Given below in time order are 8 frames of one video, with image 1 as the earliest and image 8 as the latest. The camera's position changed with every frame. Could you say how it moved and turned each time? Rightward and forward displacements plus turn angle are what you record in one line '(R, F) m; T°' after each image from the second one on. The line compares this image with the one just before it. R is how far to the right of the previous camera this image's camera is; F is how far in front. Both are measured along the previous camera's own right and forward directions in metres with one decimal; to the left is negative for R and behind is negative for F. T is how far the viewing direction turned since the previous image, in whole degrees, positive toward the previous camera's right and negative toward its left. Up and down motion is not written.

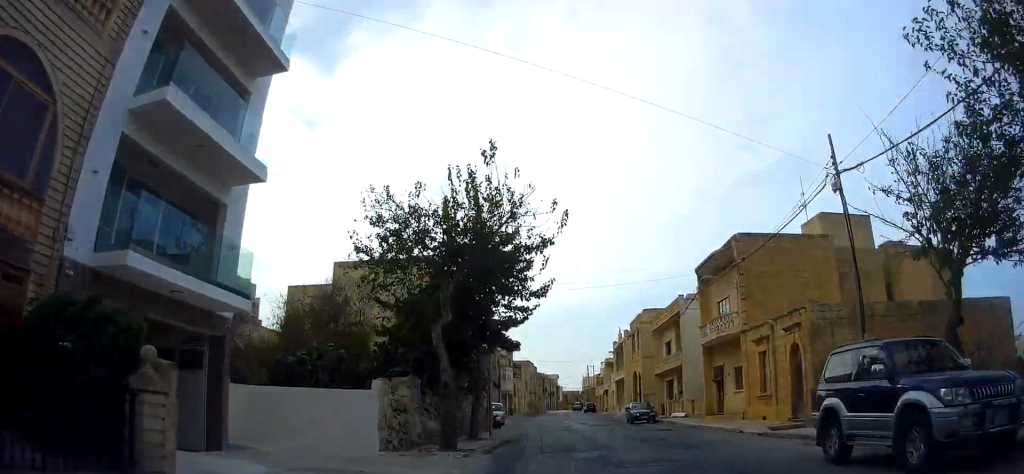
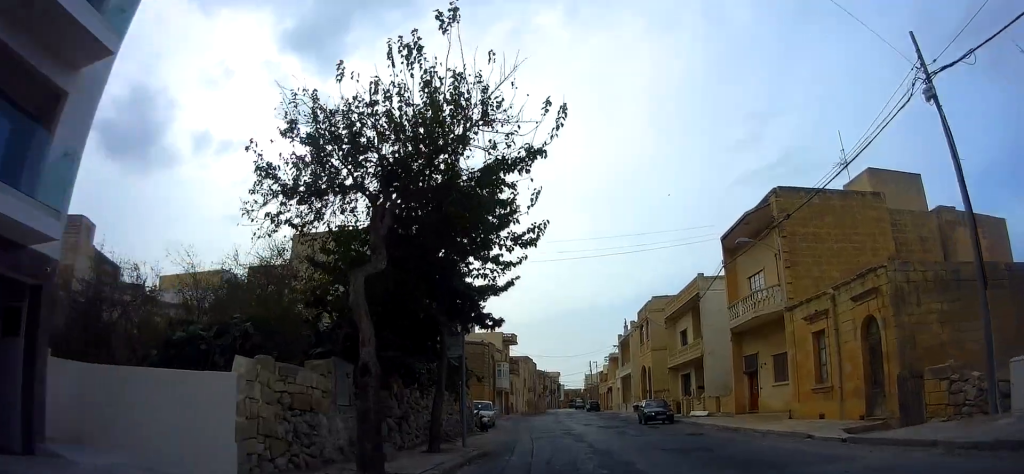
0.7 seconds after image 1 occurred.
(+0.1, +5.7) m; 0°
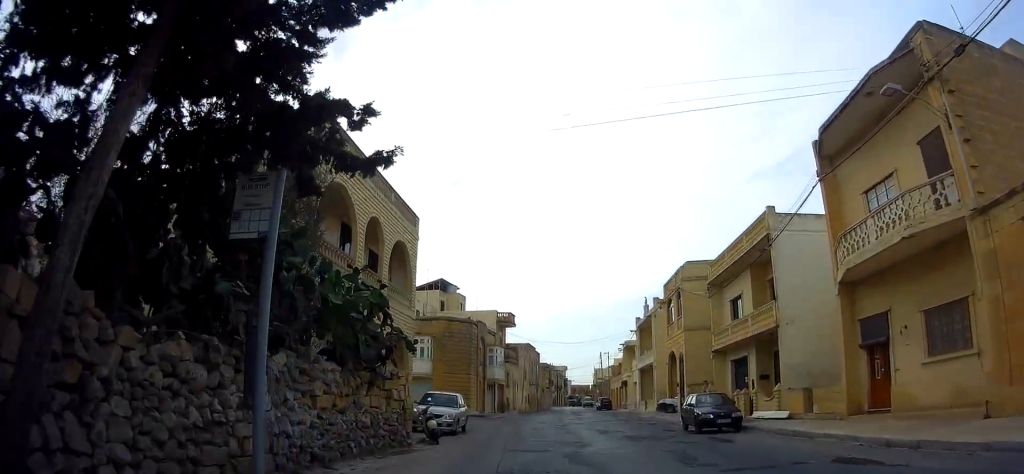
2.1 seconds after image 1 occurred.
(+0.5, +11.0) m; +5°
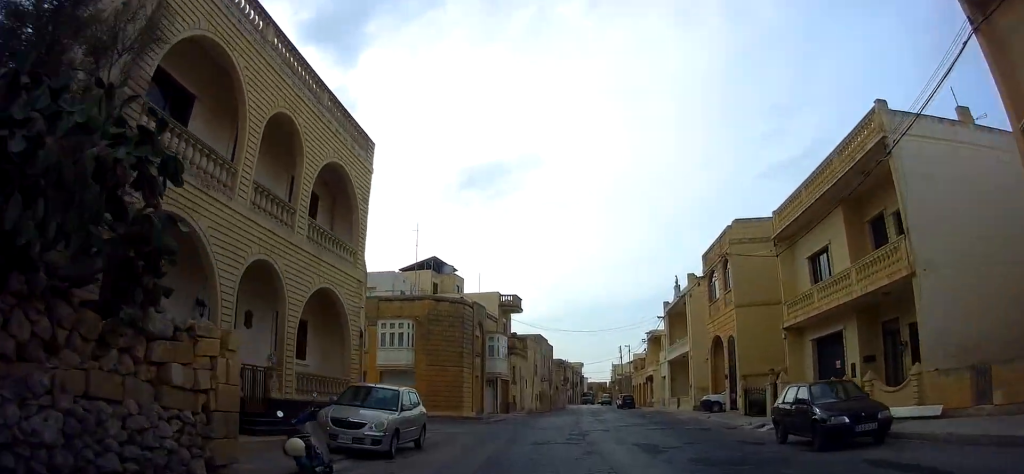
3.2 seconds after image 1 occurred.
(+0.1, +8.2) m; -3°
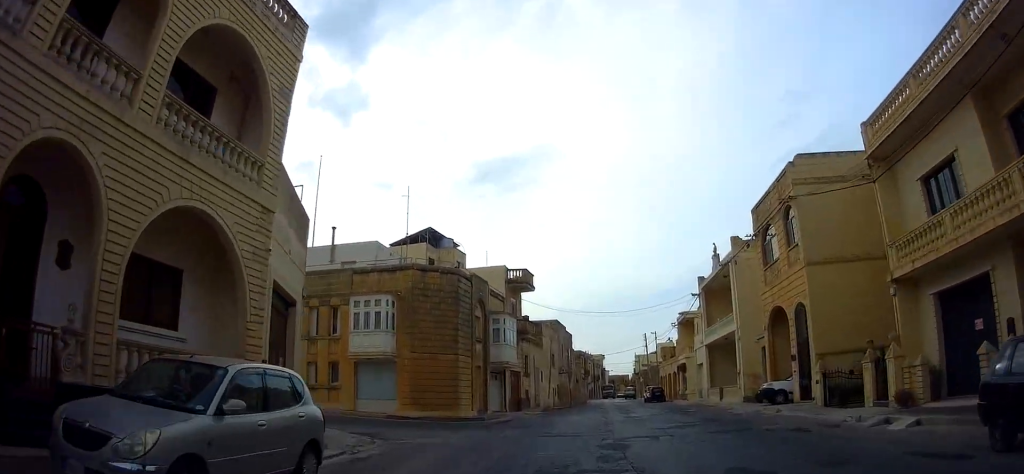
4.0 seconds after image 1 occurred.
(-0.4, +6.7) m; -4°
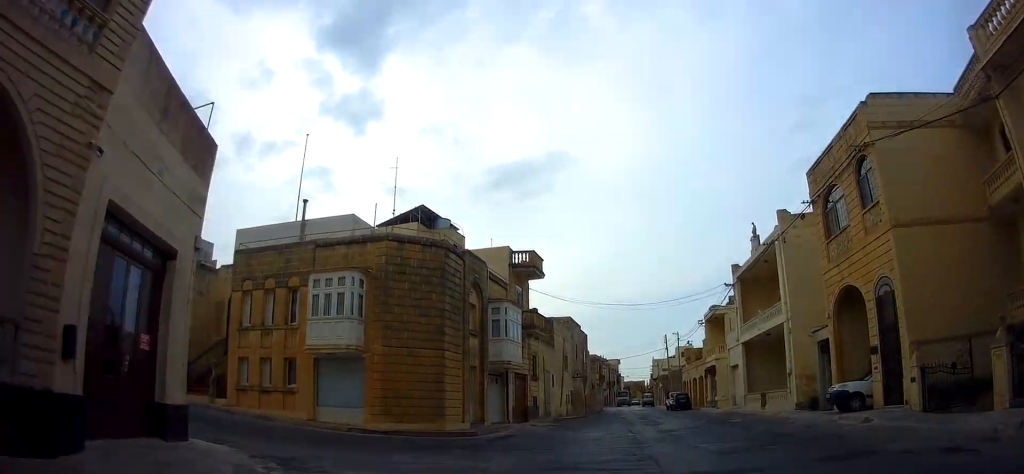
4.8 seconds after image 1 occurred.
(0.0, +5.7) m; 0°
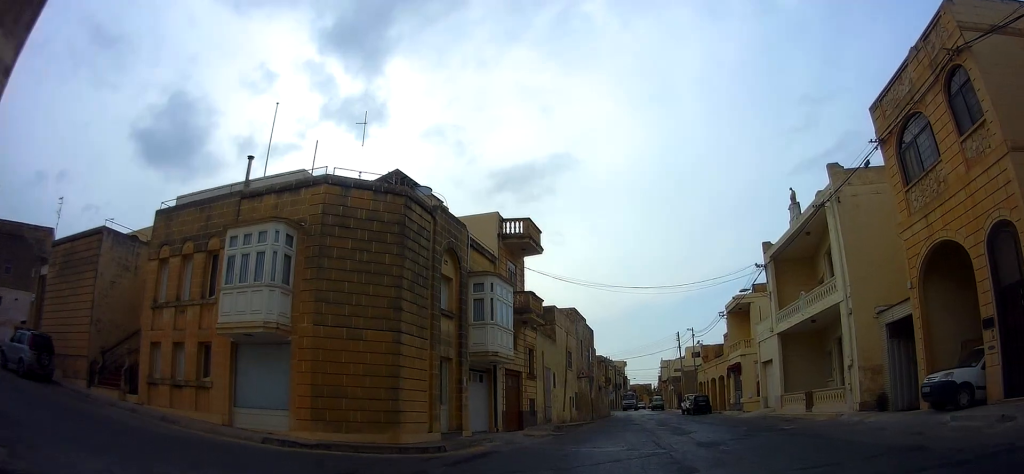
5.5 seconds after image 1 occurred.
(0.0, +5.9) m; 0°
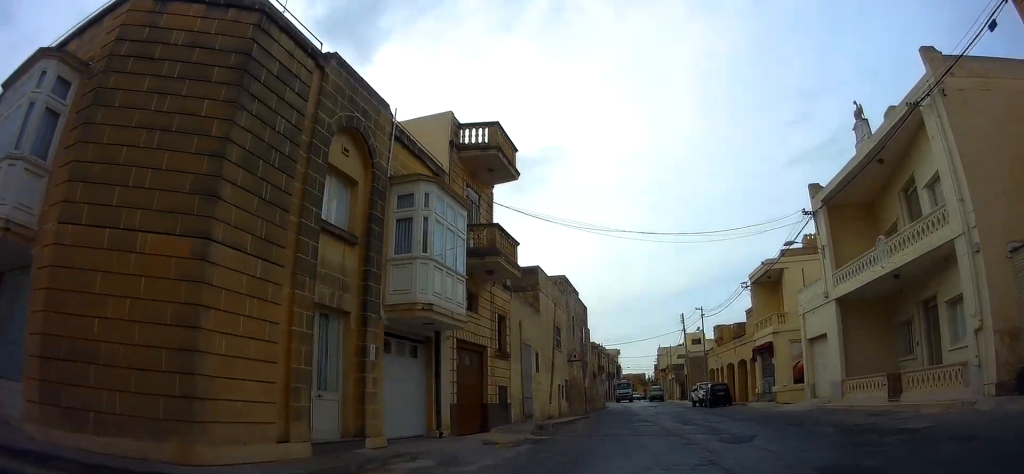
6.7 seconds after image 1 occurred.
(0.0, +8.4) m; -1°
